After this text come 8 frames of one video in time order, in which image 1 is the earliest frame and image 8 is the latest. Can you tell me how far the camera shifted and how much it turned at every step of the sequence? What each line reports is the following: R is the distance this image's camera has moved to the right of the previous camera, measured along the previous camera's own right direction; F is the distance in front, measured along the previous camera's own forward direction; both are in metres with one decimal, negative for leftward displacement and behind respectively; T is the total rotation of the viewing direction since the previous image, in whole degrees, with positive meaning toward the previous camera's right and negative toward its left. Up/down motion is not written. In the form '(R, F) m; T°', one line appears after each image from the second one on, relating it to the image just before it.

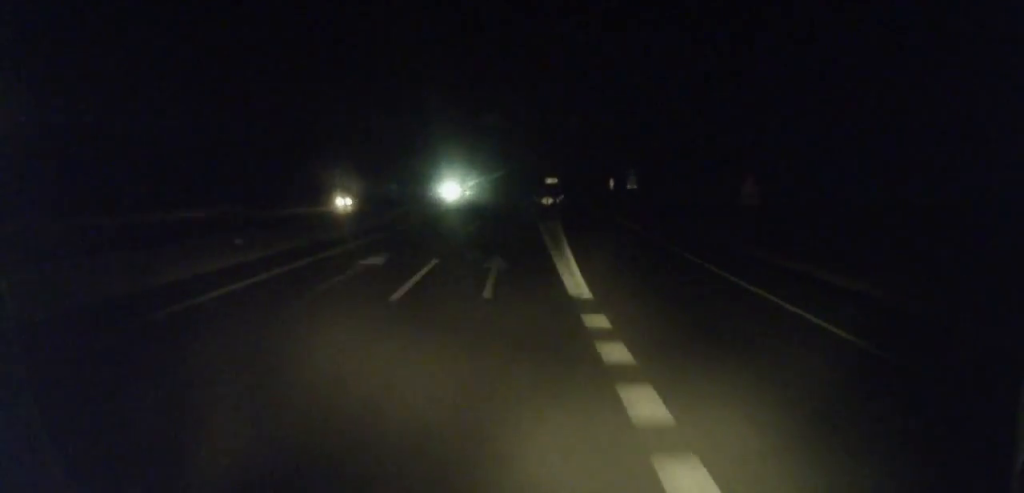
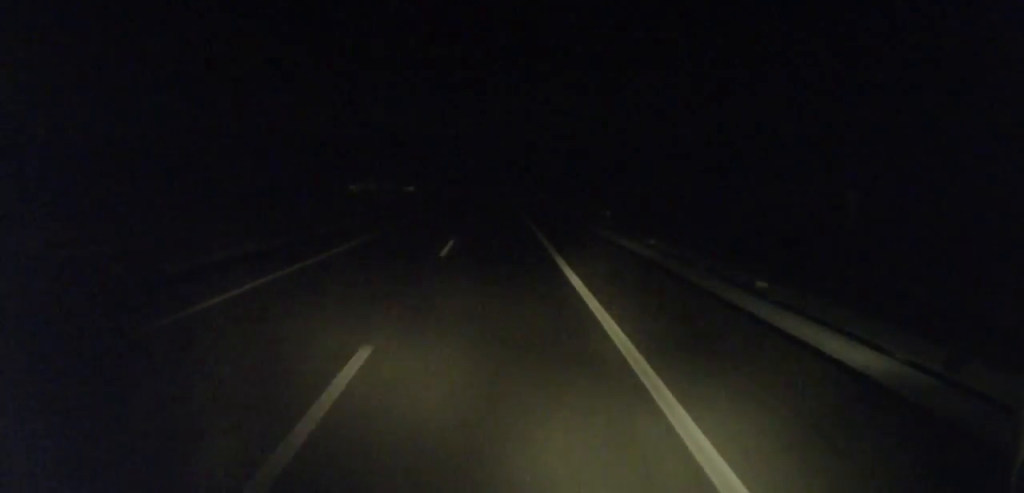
(+3.8, +111.8) m; +1°
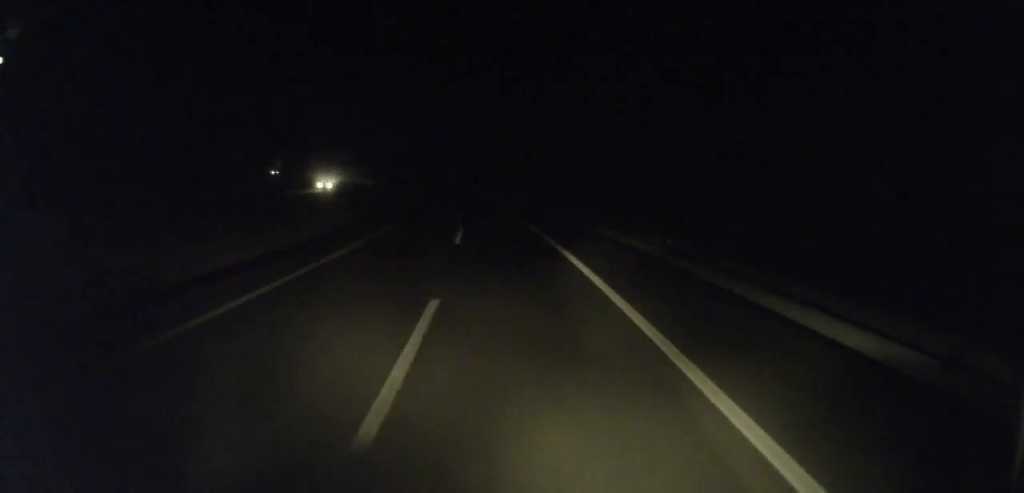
(-1.2, +62.9) m; -4°
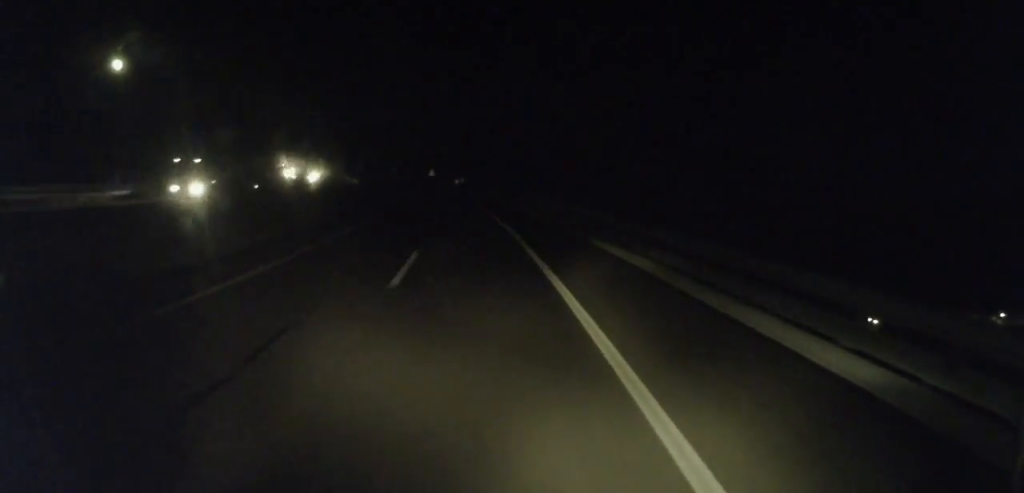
(-7.6, +110.3) m; -10°
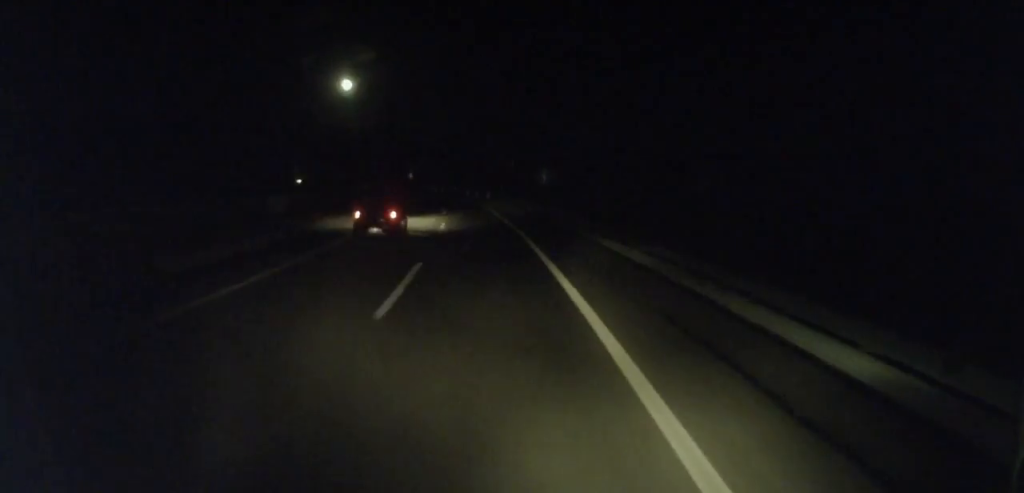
(-32.9, +168.3) m; -22°
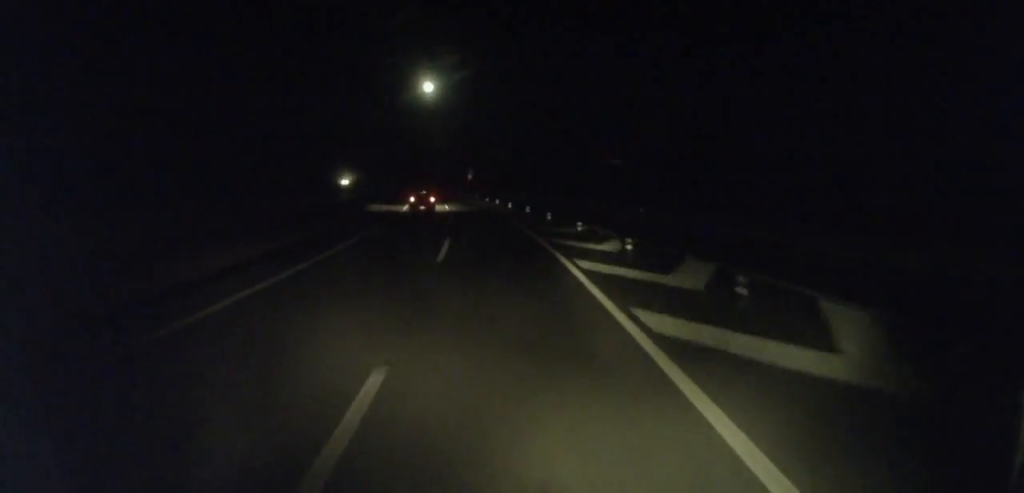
(-3.4, +61.4) m; -8°
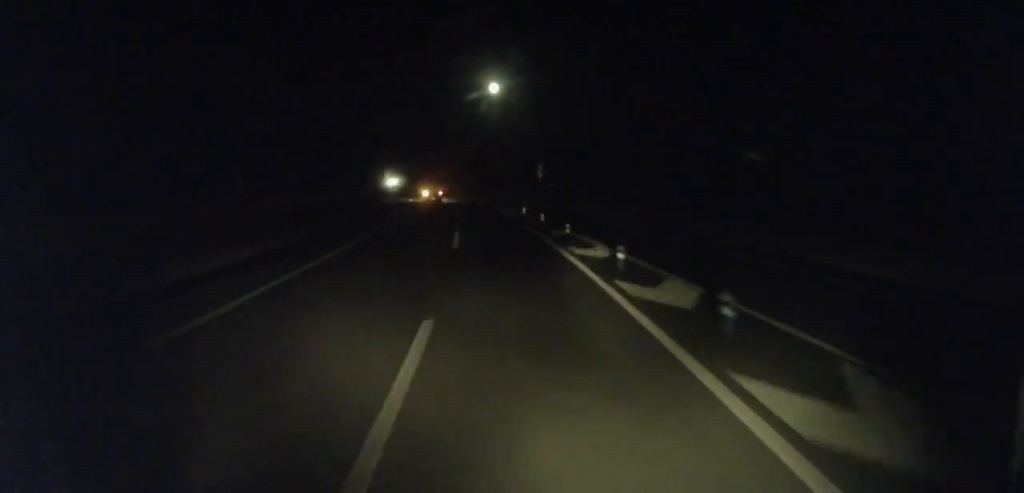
(-3.3, +49.1) m; -6°
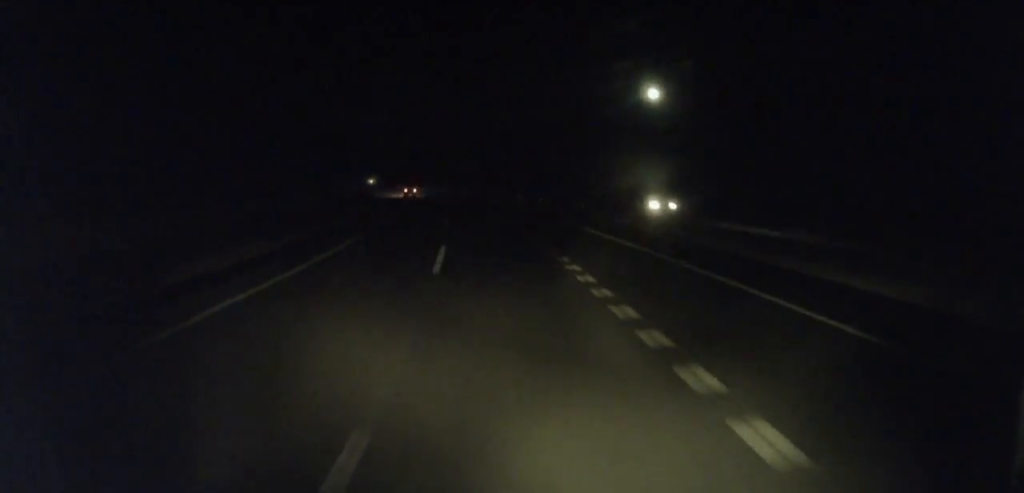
(-14.6, +124.8) m; -15°
